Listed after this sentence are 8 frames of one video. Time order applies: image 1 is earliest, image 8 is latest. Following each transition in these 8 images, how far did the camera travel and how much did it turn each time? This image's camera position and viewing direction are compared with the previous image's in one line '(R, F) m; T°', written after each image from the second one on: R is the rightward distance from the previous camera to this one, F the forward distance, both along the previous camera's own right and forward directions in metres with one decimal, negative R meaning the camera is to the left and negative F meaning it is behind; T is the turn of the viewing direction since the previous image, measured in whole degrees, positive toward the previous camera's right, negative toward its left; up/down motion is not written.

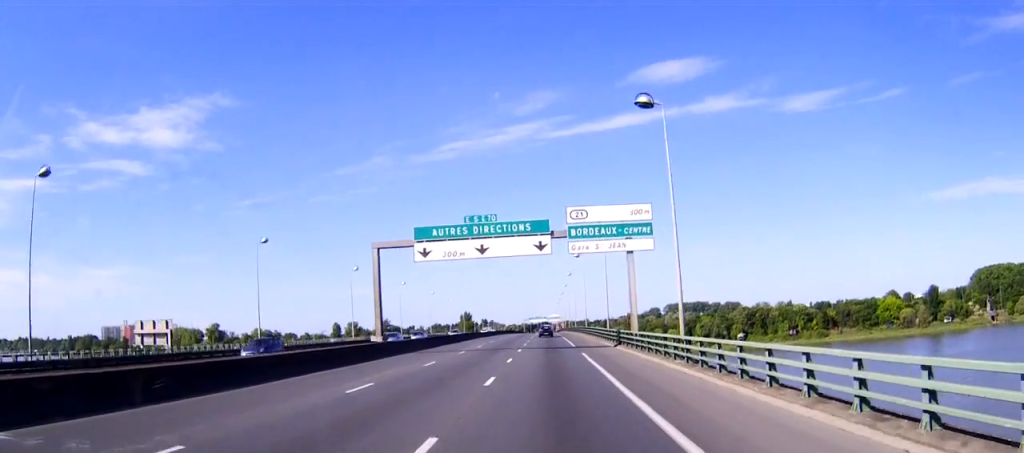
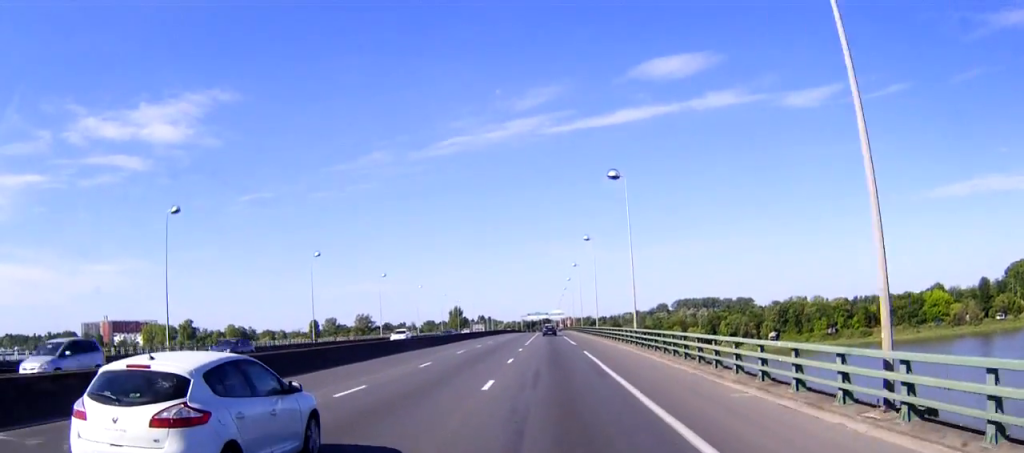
(-0.1, +51.5) m; 0°
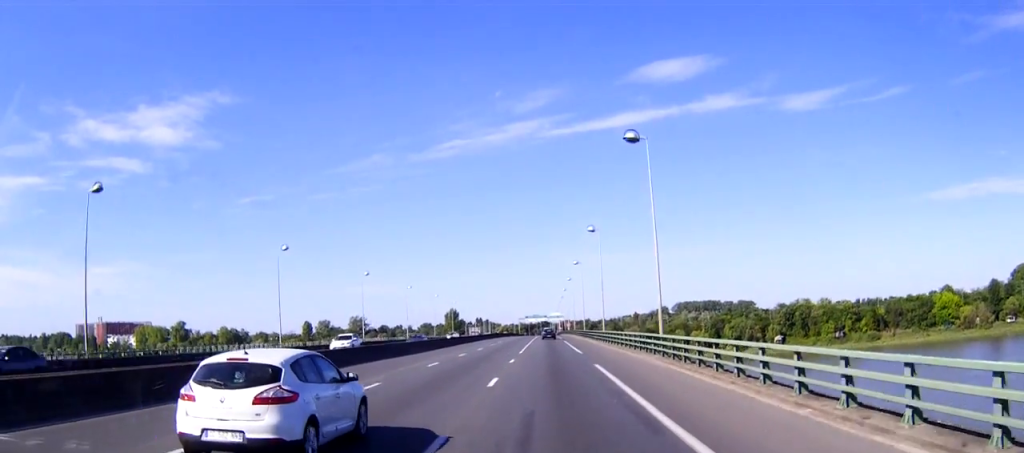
(0.0, +10.3) m; 0°
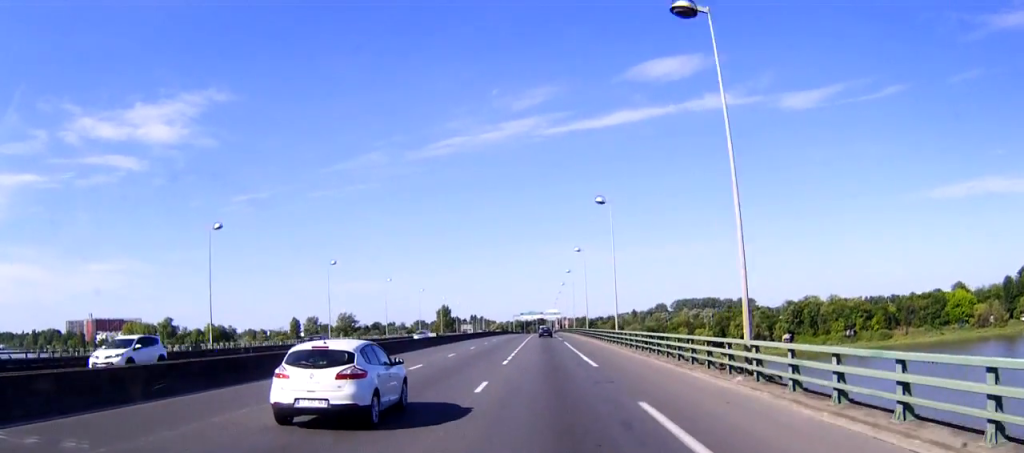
(0.0, +15.2) m; 0°
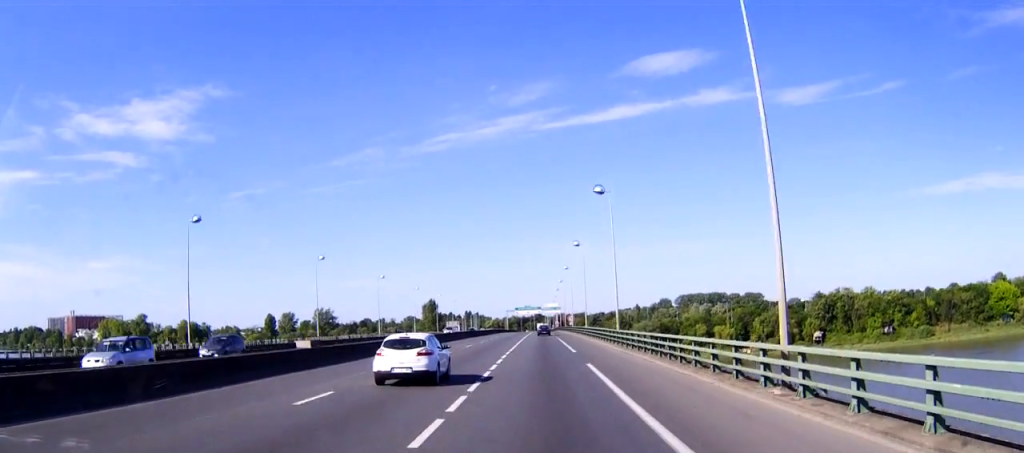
(0.0, +37.5) m; 0°
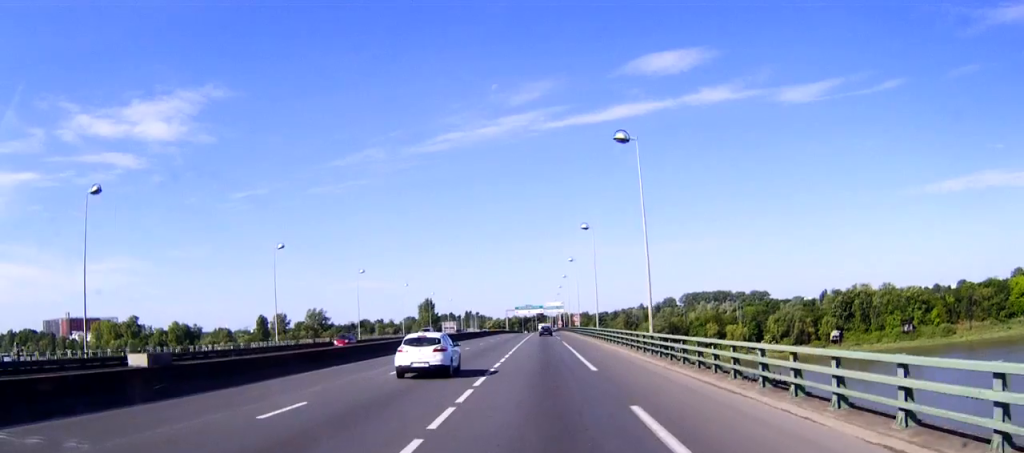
(0.0, +14.6) m; 0°
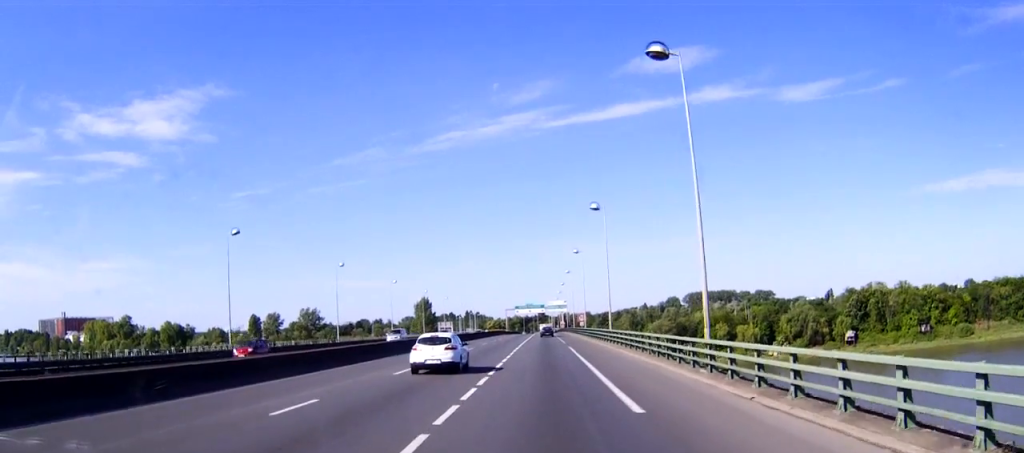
(0.0, +11.8) m; 0°
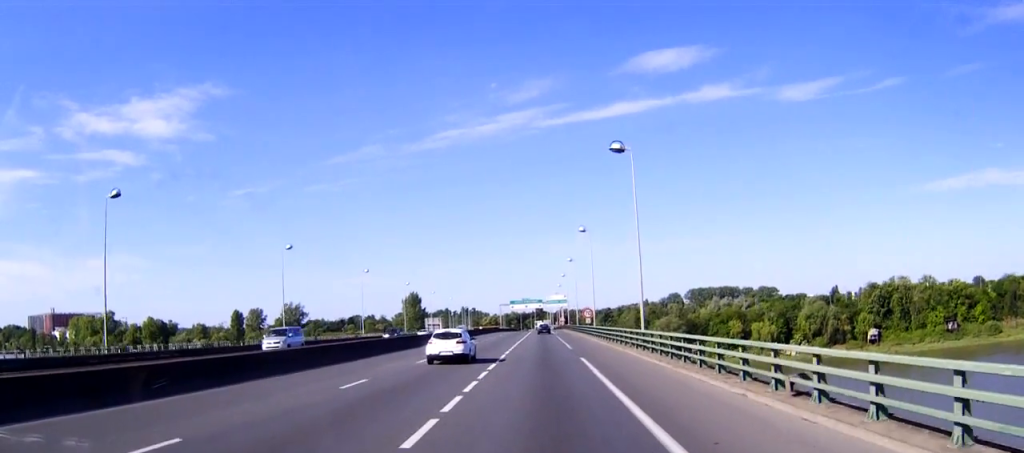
(0.0, +19.5) m; 0°
